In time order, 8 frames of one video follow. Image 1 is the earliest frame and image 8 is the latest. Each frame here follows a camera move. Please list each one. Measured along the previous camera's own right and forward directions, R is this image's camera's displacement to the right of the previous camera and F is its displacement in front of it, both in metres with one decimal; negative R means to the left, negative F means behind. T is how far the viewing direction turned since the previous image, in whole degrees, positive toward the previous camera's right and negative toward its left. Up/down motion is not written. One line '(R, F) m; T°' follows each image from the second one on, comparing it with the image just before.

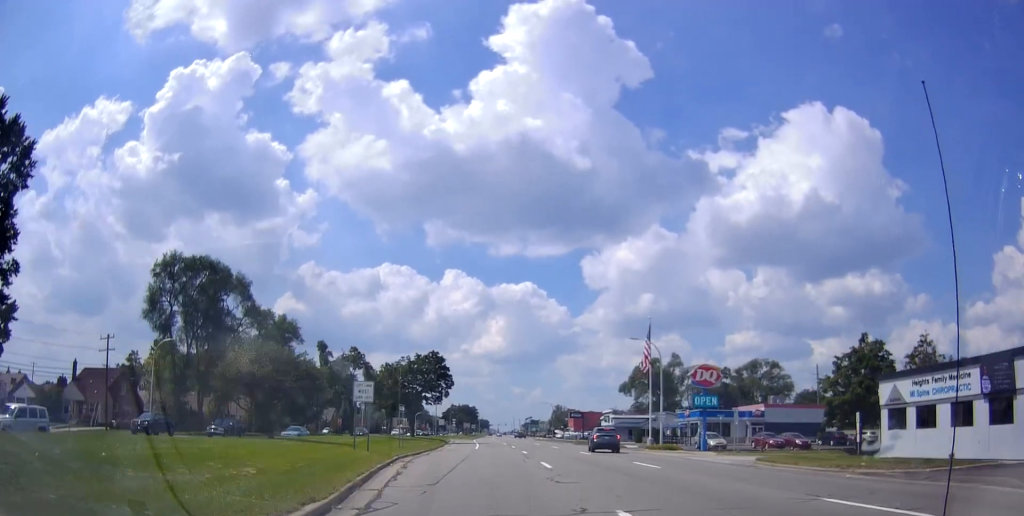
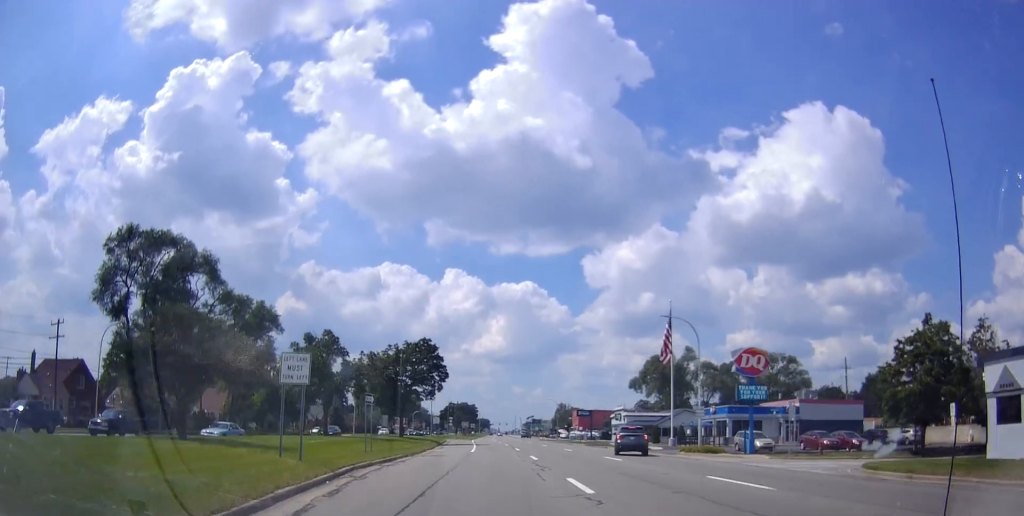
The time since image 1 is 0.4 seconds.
(+0.2, +9.1) m; 0°
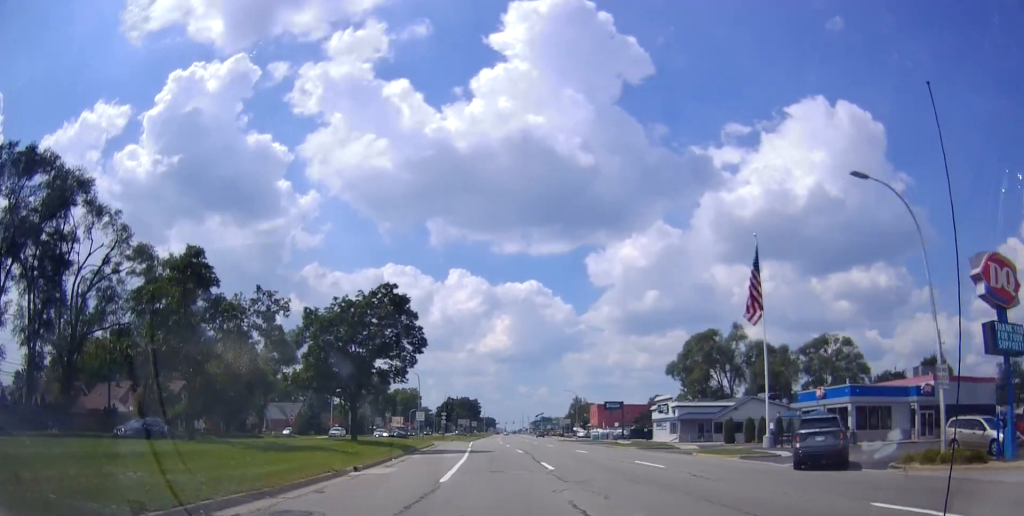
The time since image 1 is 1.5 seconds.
(-0.3, +23.1) m; -1°
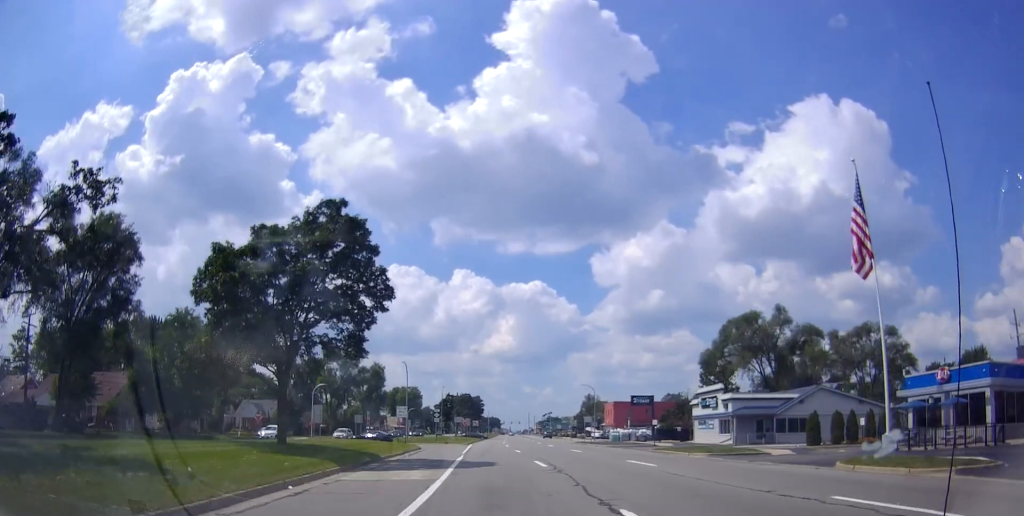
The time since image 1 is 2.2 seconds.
(-0.1, +14.8) m; 0°
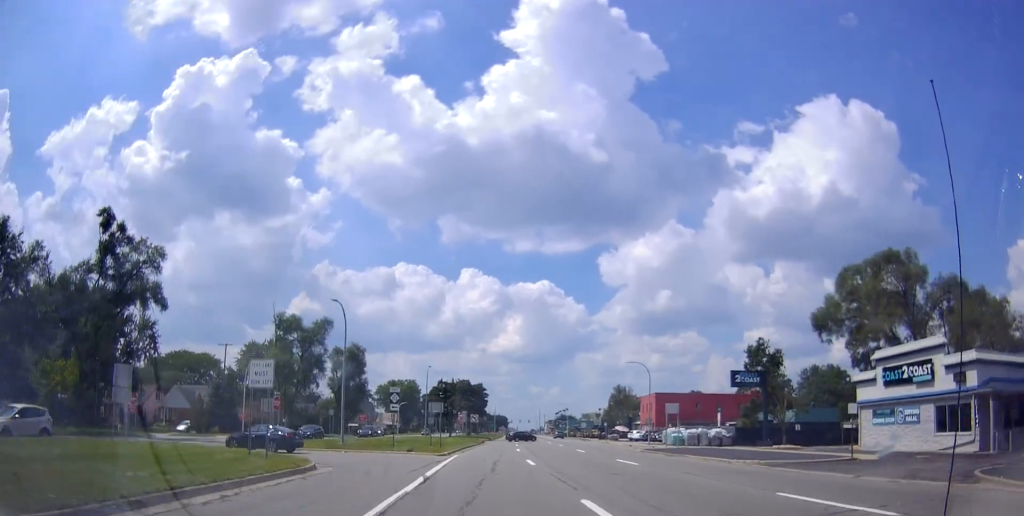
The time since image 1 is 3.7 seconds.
(+0.3, +30.3) m; +1°
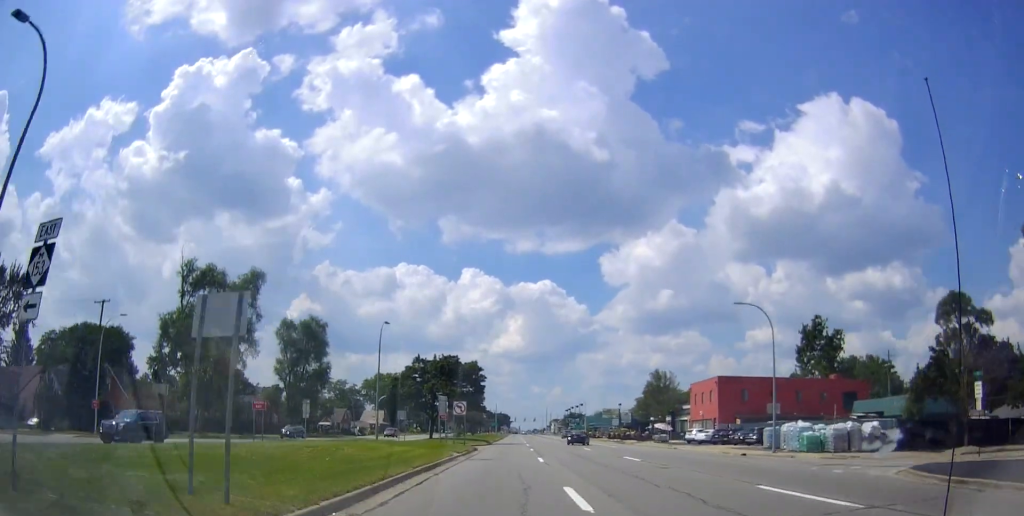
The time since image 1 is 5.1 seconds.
(-0.6, +29.6) m; -3°
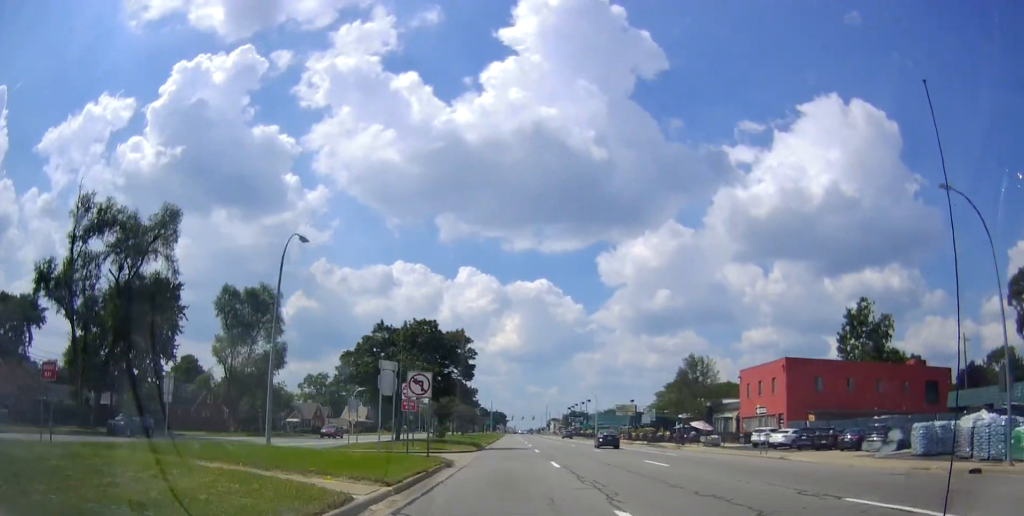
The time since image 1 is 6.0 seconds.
(-0.4, +19.7) m; 0°
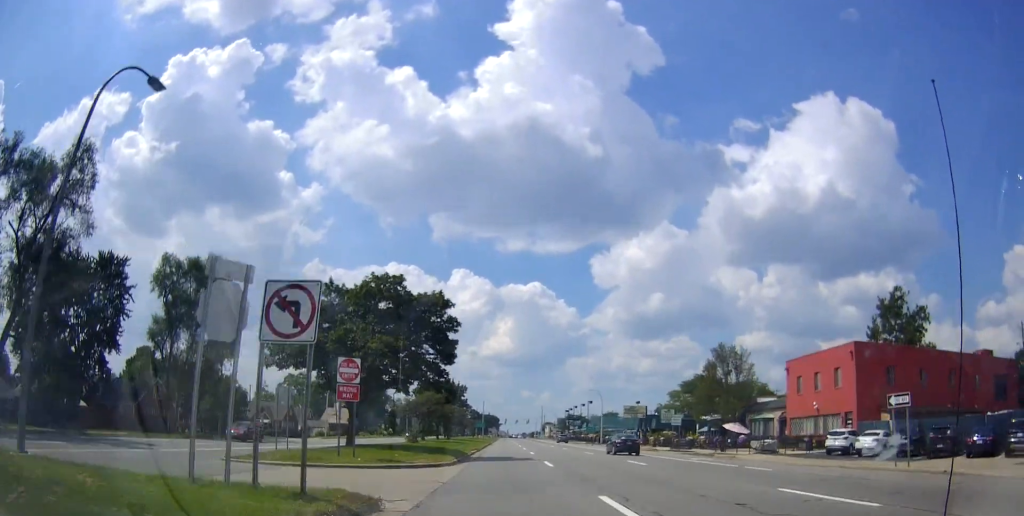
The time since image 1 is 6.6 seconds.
(+0.3, +13.3) m; +1°
